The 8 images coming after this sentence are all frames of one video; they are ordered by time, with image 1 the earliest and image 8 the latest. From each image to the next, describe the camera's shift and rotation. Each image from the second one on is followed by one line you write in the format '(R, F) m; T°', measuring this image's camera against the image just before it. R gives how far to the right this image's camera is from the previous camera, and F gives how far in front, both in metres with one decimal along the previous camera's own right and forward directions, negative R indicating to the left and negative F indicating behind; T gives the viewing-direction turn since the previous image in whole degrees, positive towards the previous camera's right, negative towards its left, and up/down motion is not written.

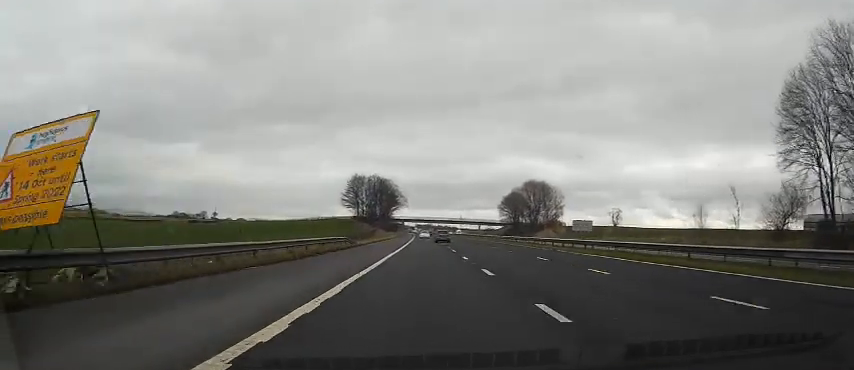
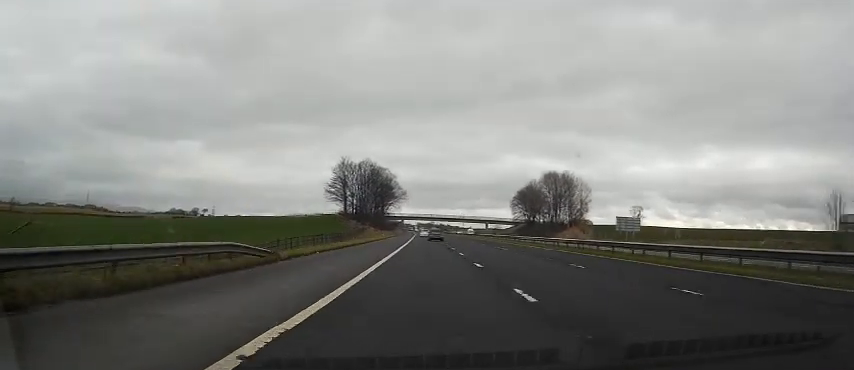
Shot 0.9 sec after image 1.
(0.0, +23.9) m; 0°
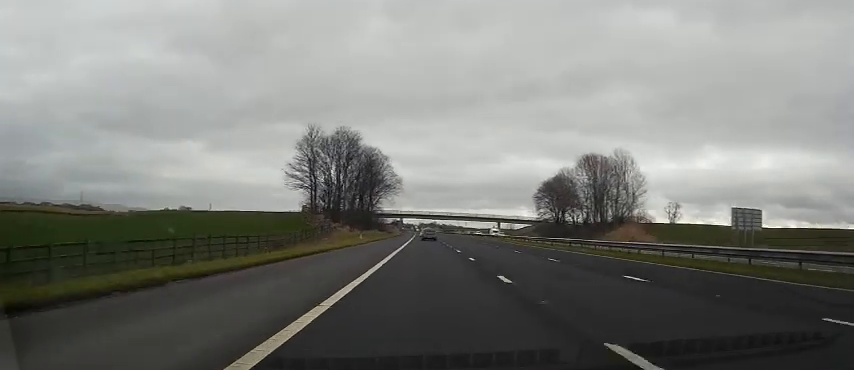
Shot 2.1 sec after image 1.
(-0.2, +32.9) m; -1°
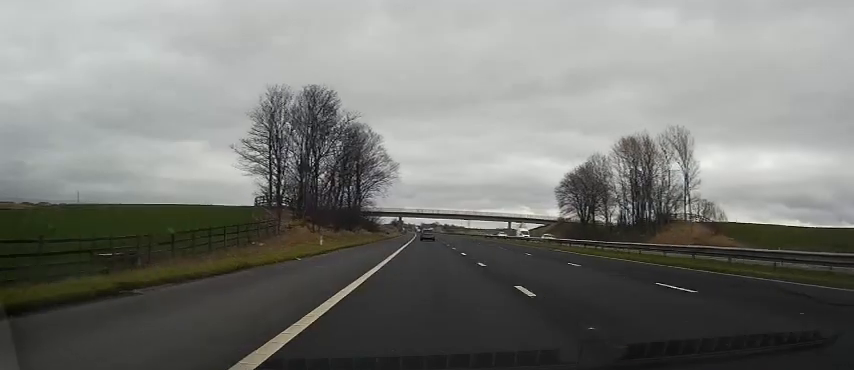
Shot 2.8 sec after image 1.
(-0.2, +20.4) m; 0°
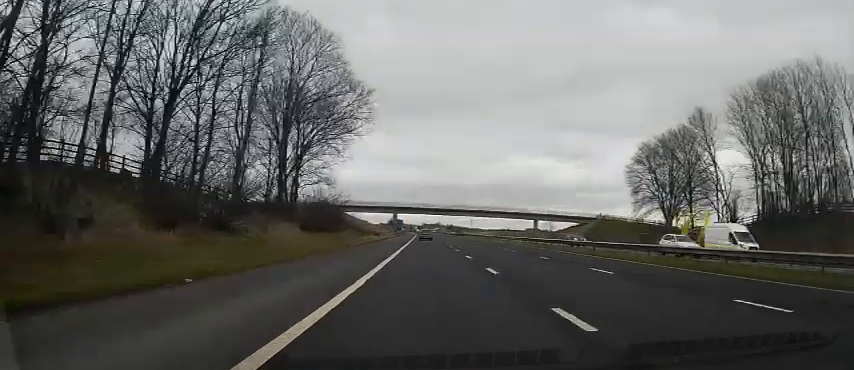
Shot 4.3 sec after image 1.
(+0.1, +39.3) m; 0°
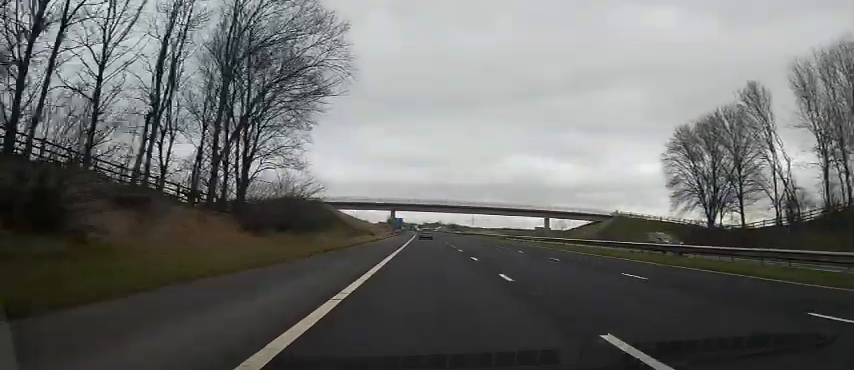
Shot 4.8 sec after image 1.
(-0.1, +12.3) m; 0°
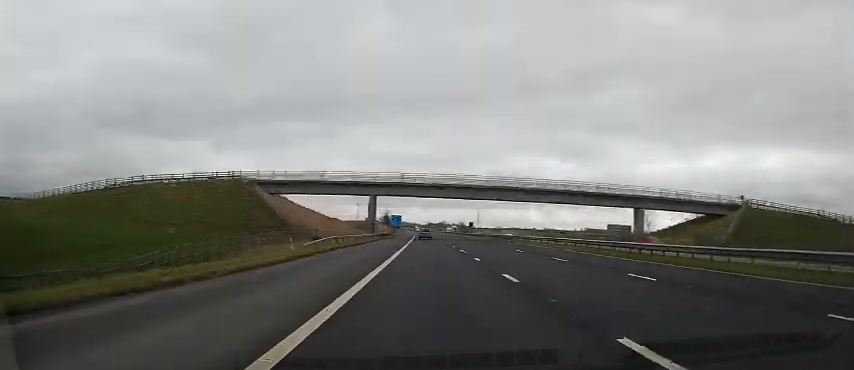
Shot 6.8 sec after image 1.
(0.0, +53.9) m; -1°
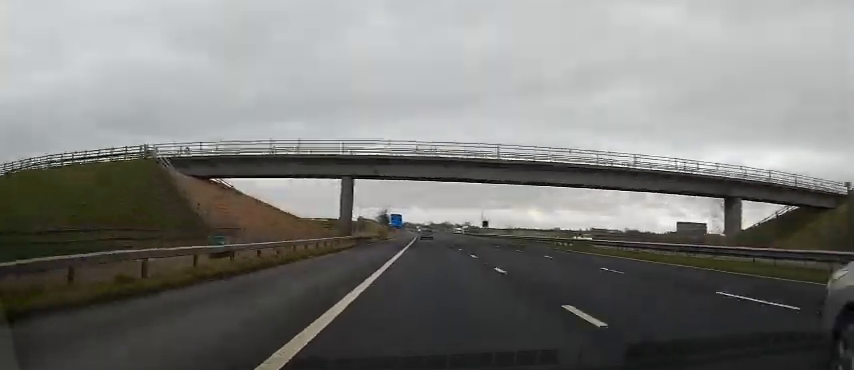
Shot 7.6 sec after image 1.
(0.0, +23.6) m; 0°
